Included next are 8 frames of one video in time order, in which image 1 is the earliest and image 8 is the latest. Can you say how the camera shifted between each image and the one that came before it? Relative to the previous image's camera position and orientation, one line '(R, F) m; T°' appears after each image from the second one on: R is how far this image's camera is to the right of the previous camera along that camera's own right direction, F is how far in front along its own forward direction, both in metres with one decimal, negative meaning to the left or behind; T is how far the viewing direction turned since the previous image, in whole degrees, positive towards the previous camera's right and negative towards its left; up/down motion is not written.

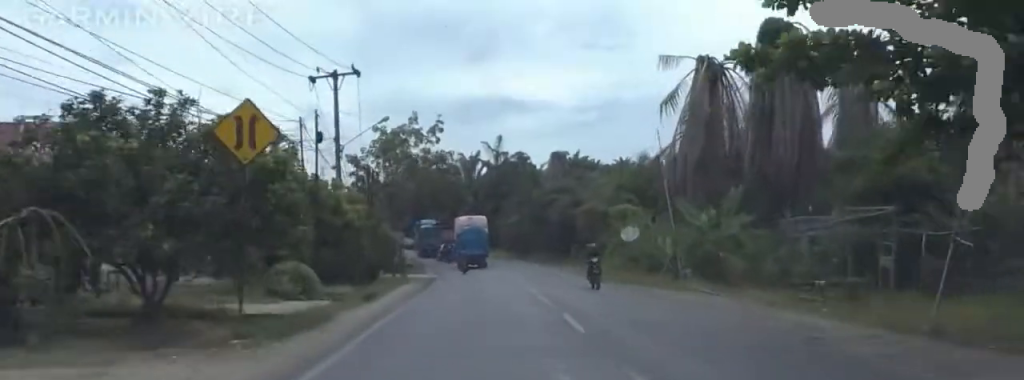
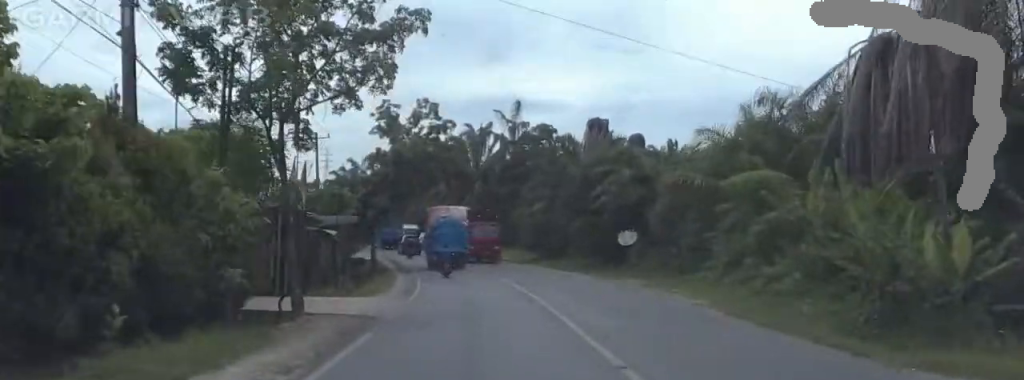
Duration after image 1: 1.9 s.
(0.0, +27.3) m; 0°
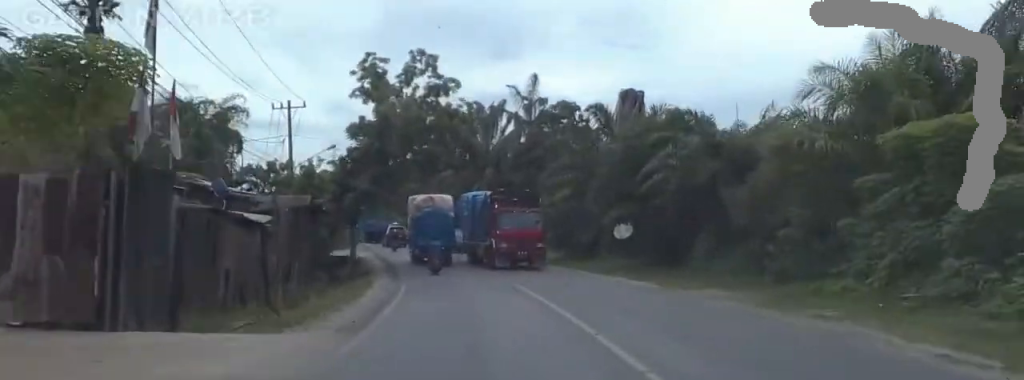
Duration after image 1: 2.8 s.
(0.0, +12.1) m; 0°
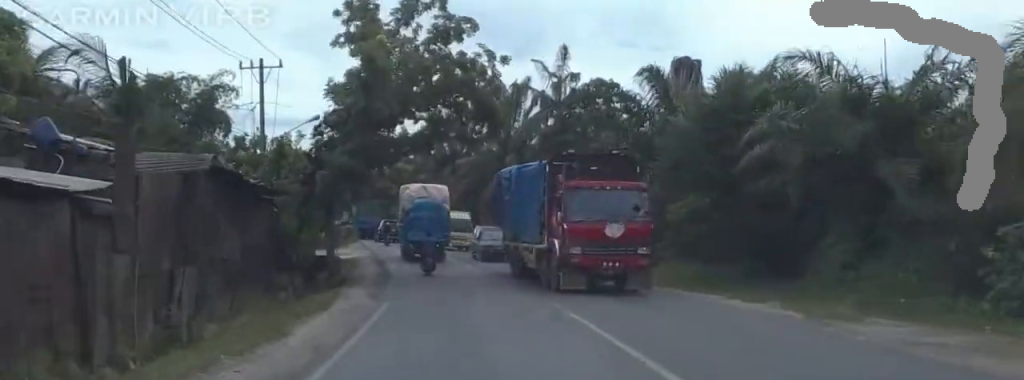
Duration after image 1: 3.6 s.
(0.0, +10.7) m; 0°
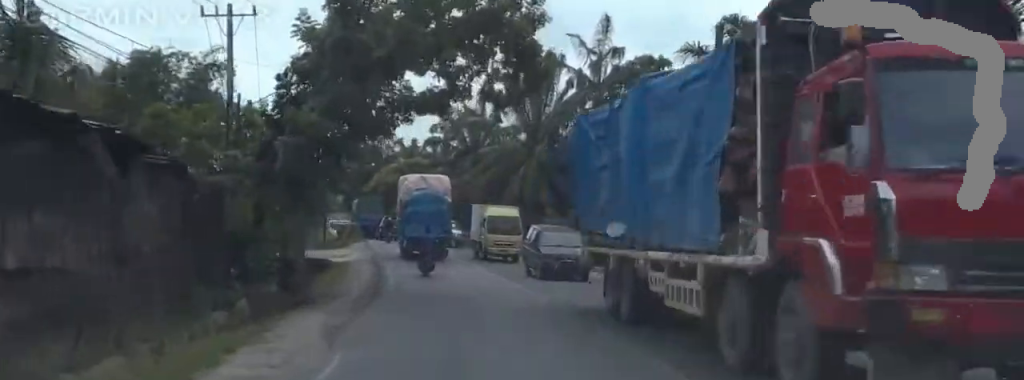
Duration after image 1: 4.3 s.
(0.0, +9.0) m; 0°
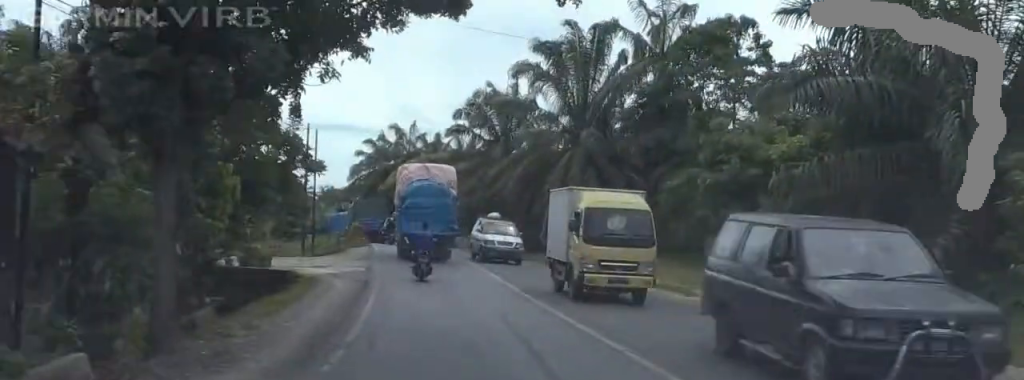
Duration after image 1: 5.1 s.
(0.0, +10.9) m; 0°
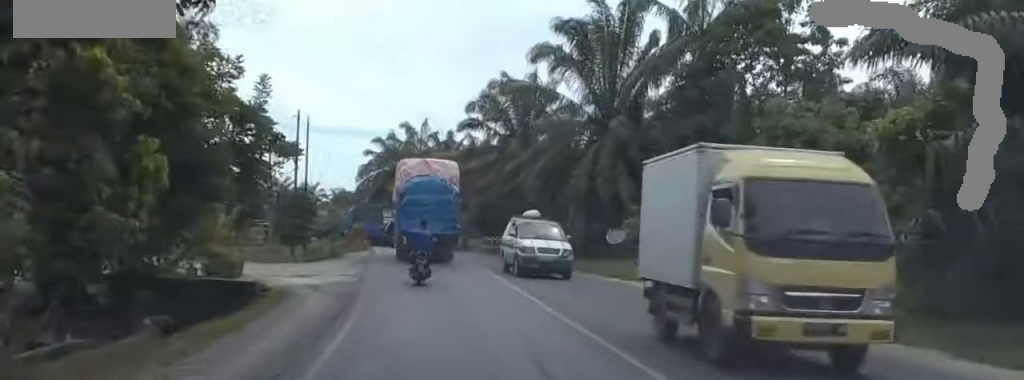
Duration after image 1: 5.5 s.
(0.0, +5.3) m; -2°
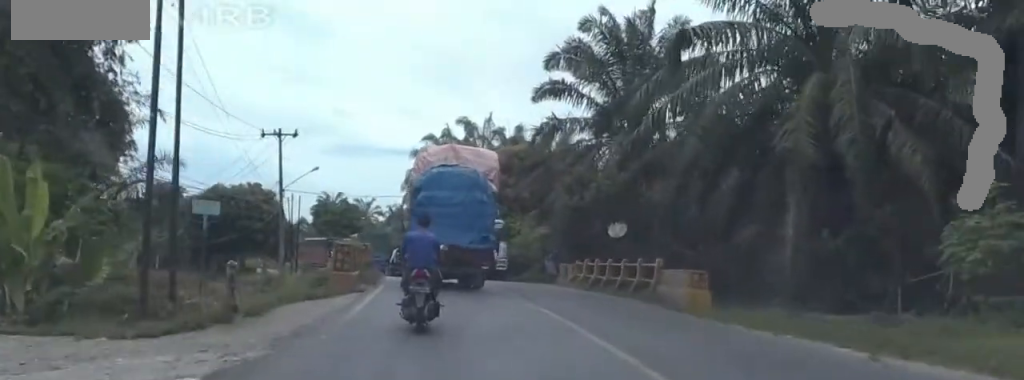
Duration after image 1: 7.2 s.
(-1.6, +21.9) m; -5°
